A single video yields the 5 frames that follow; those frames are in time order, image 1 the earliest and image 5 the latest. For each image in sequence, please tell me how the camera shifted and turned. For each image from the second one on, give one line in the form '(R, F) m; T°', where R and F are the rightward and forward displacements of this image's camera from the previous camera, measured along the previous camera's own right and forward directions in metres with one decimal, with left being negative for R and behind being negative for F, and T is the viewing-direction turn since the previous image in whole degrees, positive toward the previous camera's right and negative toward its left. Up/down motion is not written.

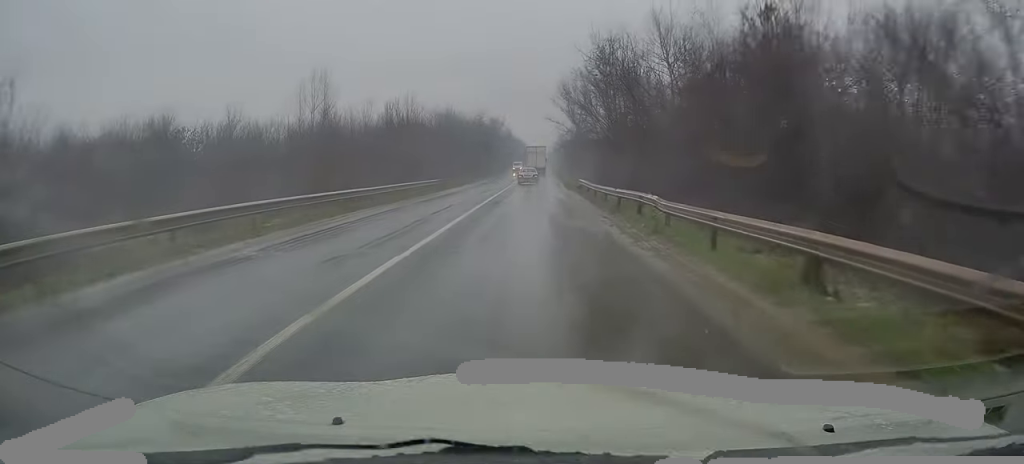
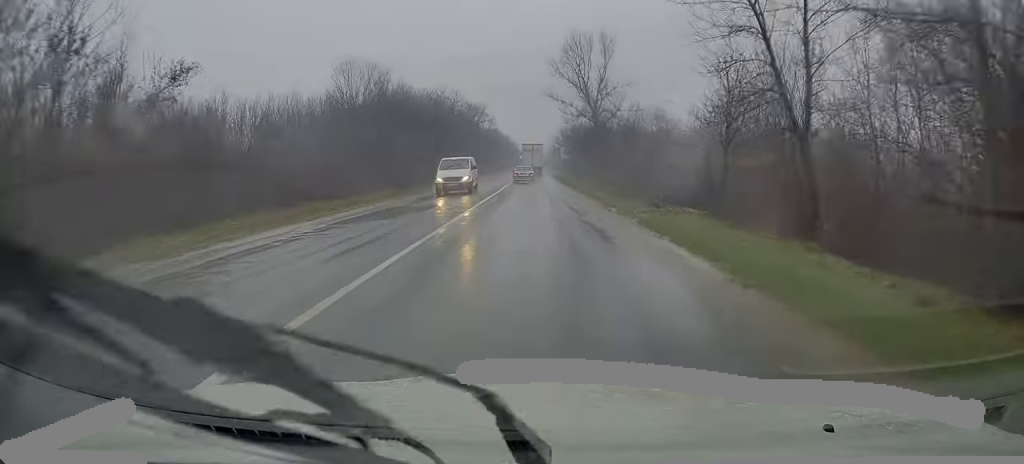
(-0.1, +43.5) m; 0°
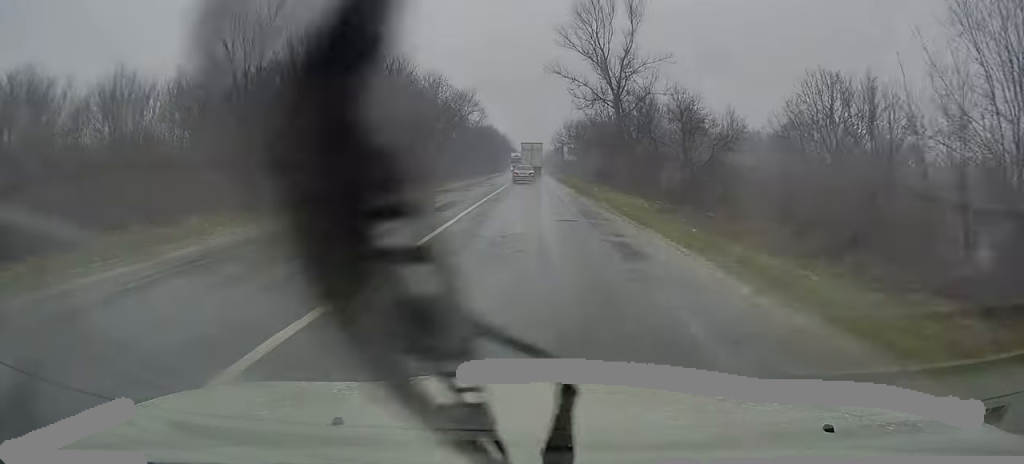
(-0.1, +21.3) m; 0°
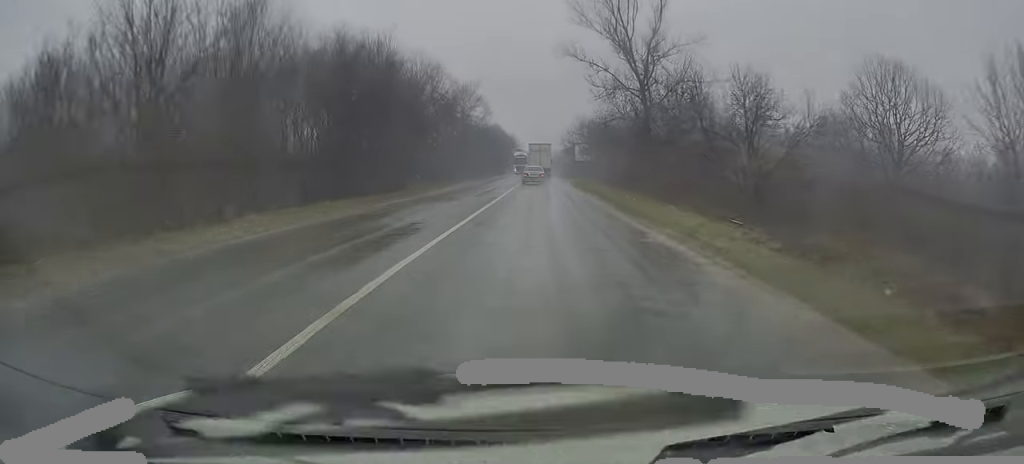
(+0.1, +10.0) m; +1°
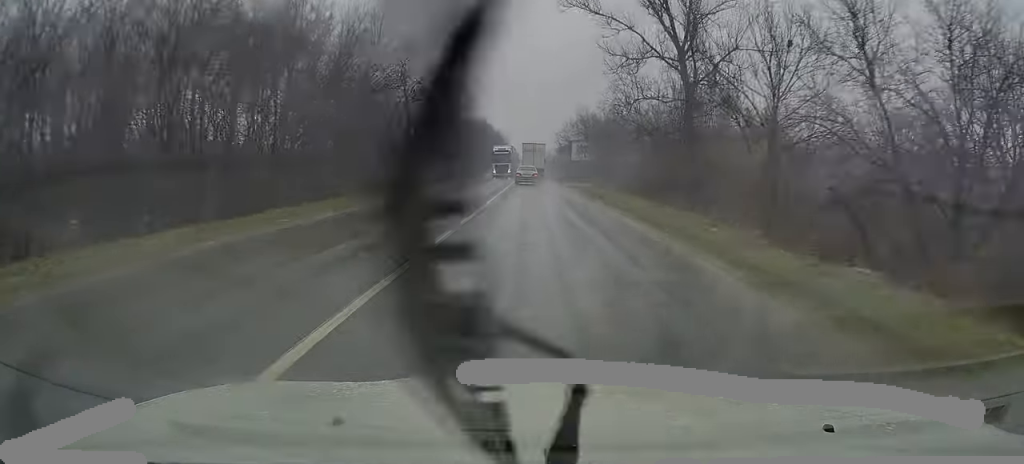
(+0.1, +15.6) m; -1°
